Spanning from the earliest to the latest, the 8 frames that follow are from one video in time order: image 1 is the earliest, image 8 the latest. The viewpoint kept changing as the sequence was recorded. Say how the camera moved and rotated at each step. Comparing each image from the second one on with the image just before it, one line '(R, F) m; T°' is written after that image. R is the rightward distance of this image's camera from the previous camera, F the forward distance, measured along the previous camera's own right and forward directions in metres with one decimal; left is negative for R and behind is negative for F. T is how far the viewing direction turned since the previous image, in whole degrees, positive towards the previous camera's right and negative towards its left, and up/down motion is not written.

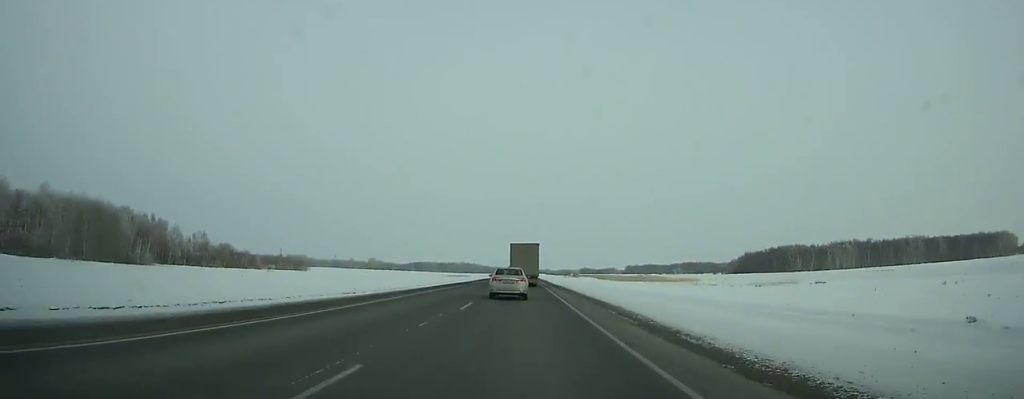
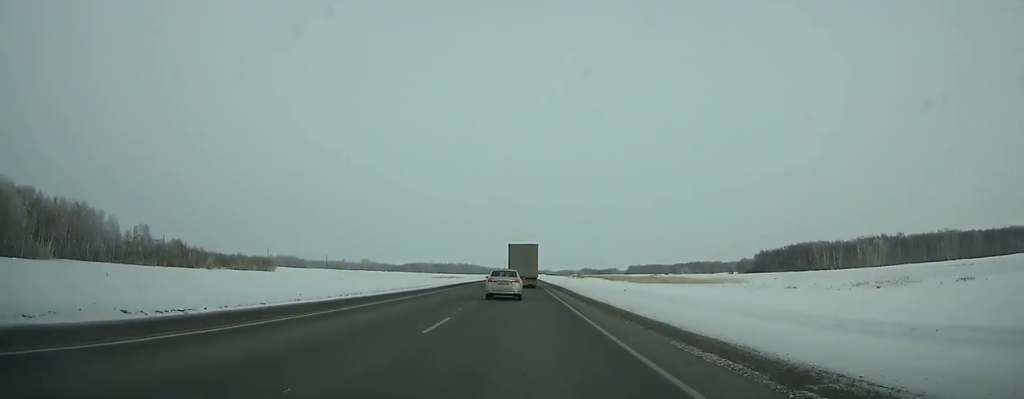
(-0.2, +40.2) m; 0°
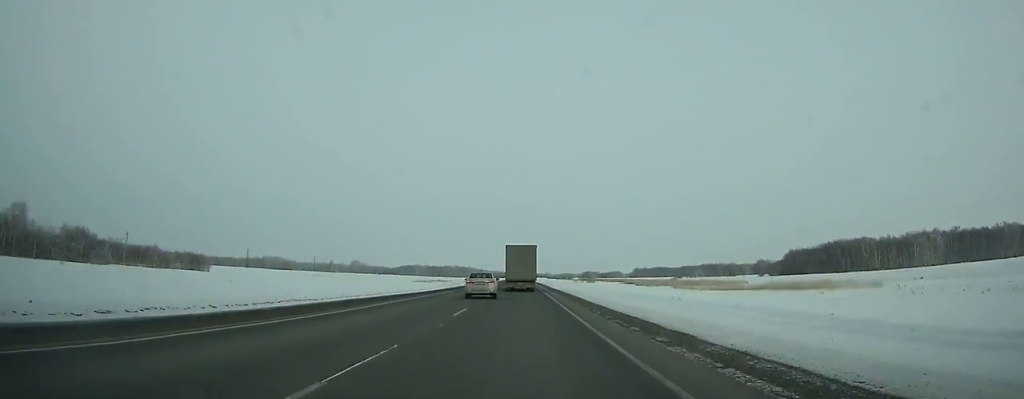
(0.0, +59.1) m; 0°
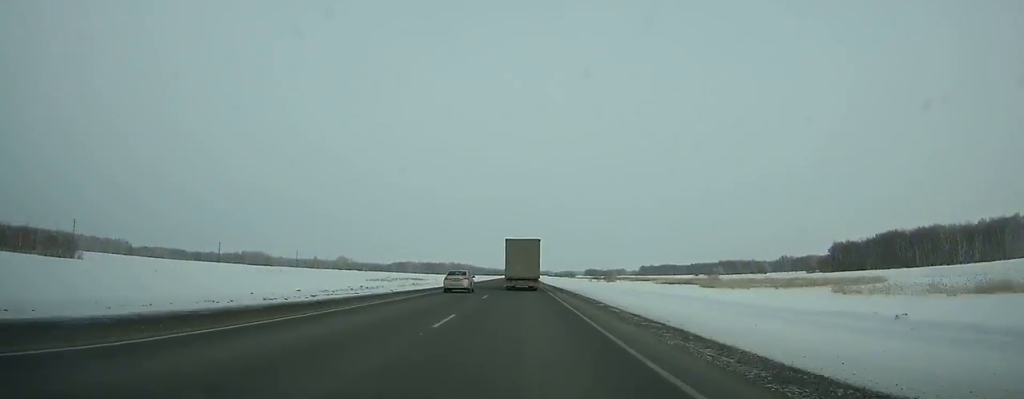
(+0.1, +70.5) m; 0°
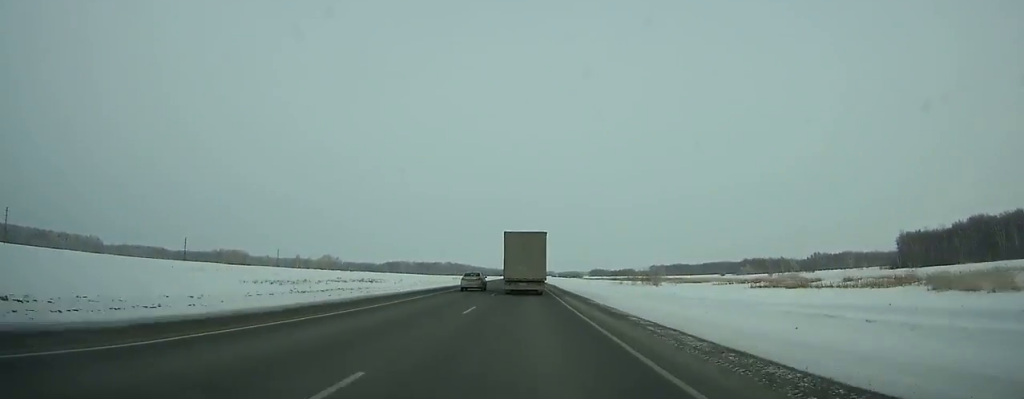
(-0.4, +76.6) m; -1°
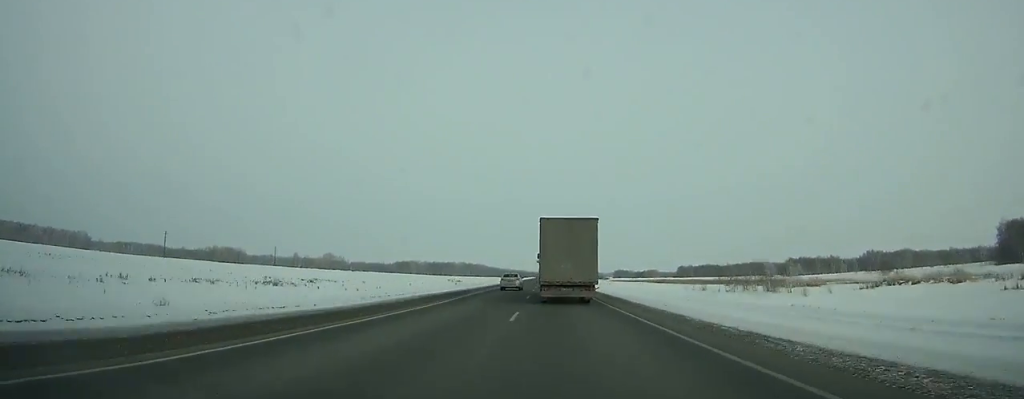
(-0.5, +67.7) m; 0°
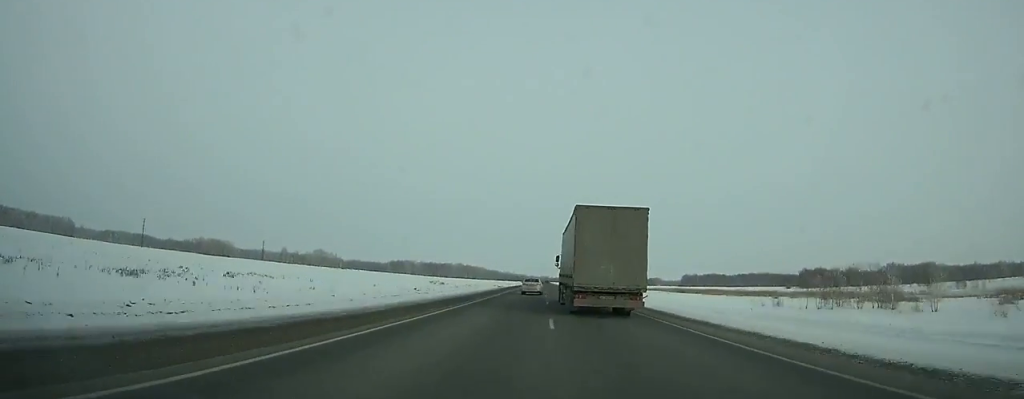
(-0.4, +34.8) m; 0°
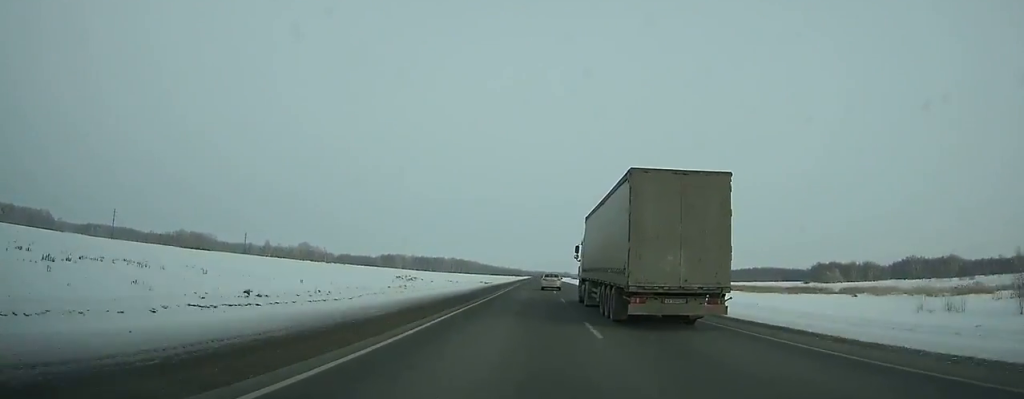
(+0.3, +35.8) m; 0°
